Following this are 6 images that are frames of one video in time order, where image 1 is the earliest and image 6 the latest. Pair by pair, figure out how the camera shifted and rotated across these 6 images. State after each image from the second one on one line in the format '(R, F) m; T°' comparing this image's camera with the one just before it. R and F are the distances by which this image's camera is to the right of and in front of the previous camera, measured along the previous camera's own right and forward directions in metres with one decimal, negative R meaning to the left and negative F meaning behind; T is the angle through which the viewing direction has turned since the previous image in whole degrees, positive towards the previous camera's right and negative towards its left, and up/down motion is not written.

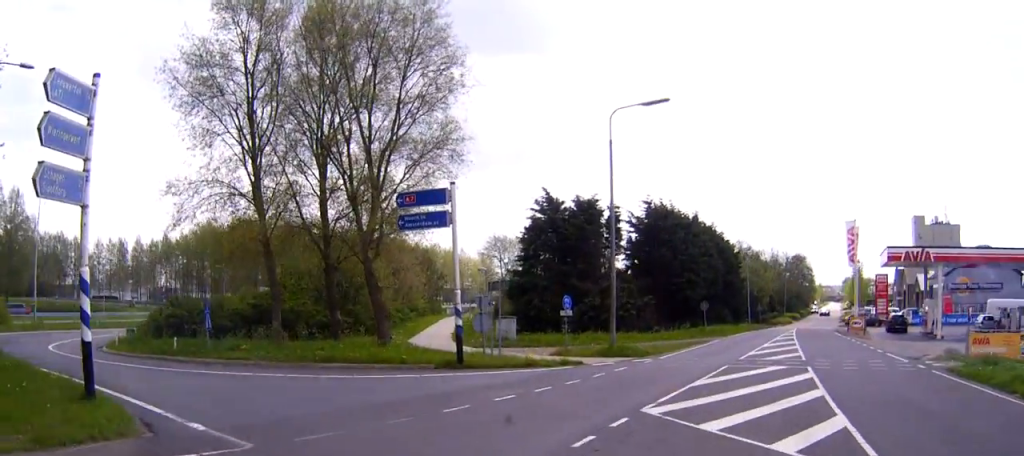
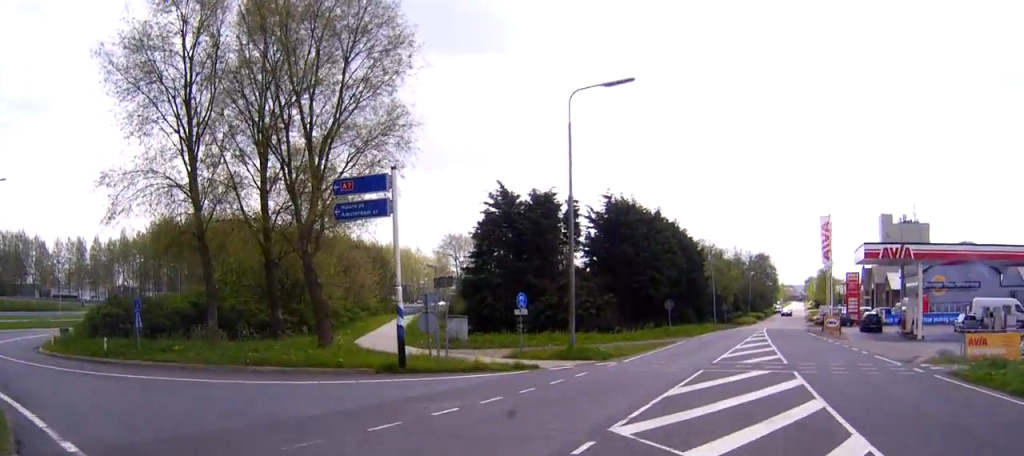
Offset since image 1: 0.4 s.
(+0.2, +2.6) m; +1°
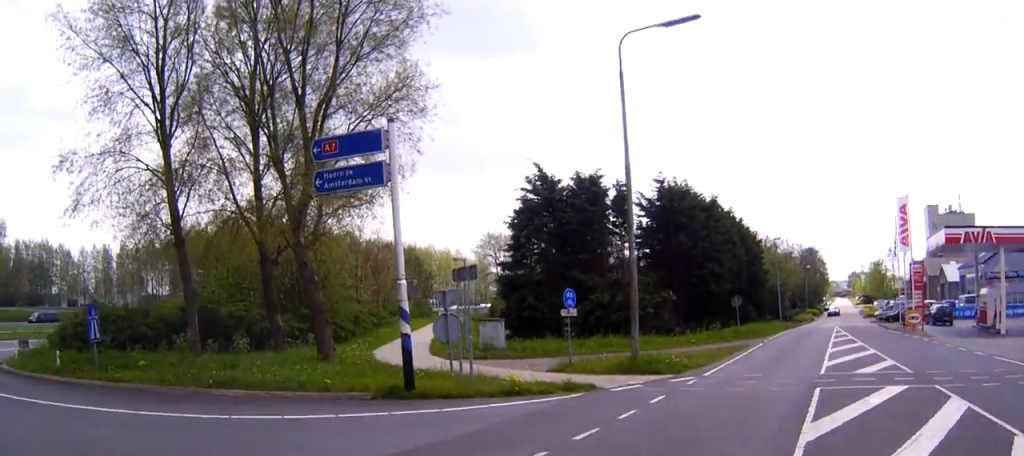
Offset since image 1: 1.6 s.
(+0.2, +6.4) m; -4°
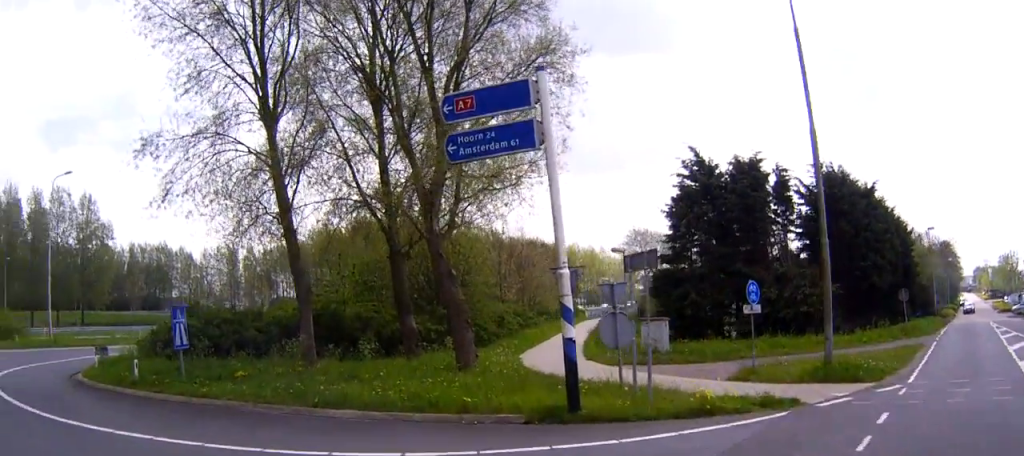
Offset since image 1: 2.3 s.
(-0.2, +3.6) m; -10°
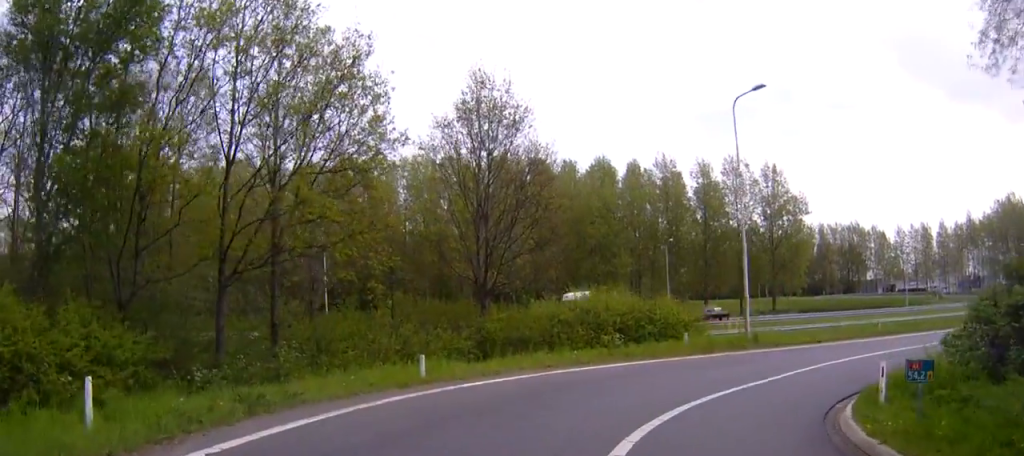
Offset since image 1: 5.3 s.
(-6.6, +12.3) m; -48°
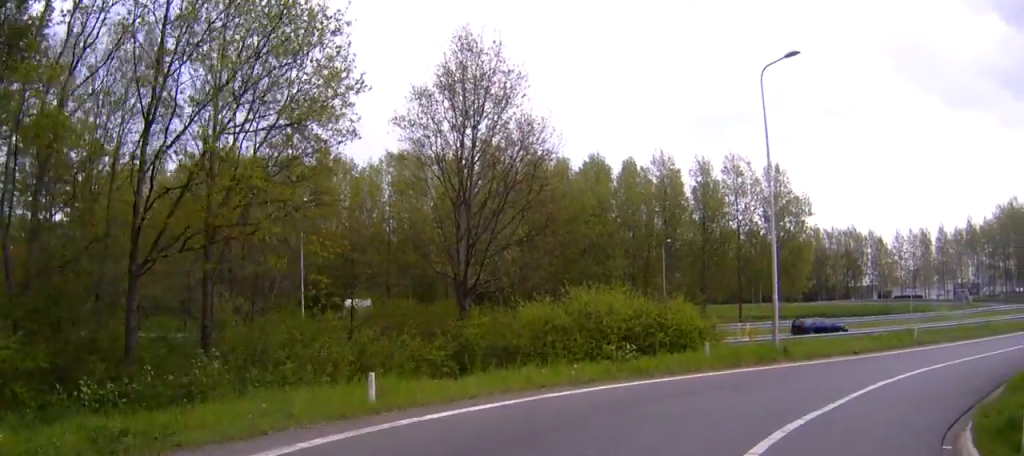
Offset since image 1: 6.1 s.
(-0.2, +4.5) m; +1°
